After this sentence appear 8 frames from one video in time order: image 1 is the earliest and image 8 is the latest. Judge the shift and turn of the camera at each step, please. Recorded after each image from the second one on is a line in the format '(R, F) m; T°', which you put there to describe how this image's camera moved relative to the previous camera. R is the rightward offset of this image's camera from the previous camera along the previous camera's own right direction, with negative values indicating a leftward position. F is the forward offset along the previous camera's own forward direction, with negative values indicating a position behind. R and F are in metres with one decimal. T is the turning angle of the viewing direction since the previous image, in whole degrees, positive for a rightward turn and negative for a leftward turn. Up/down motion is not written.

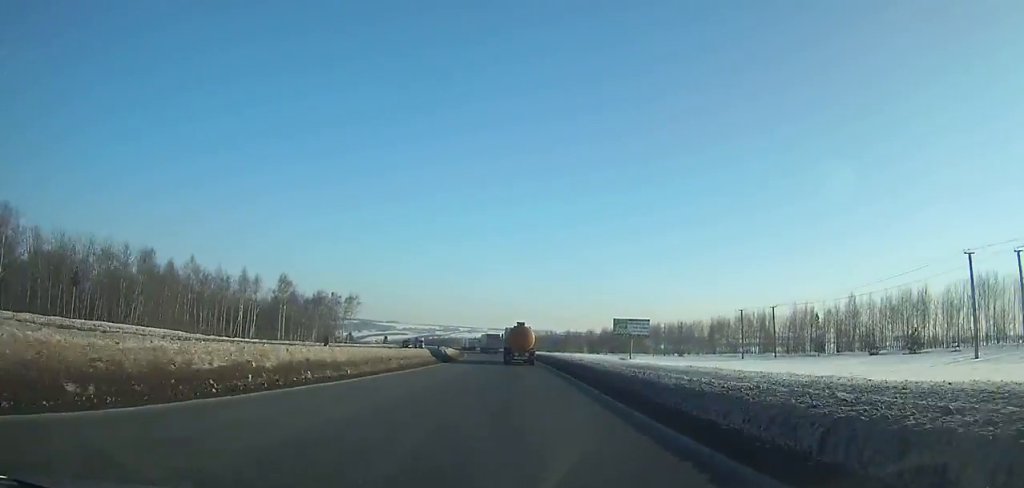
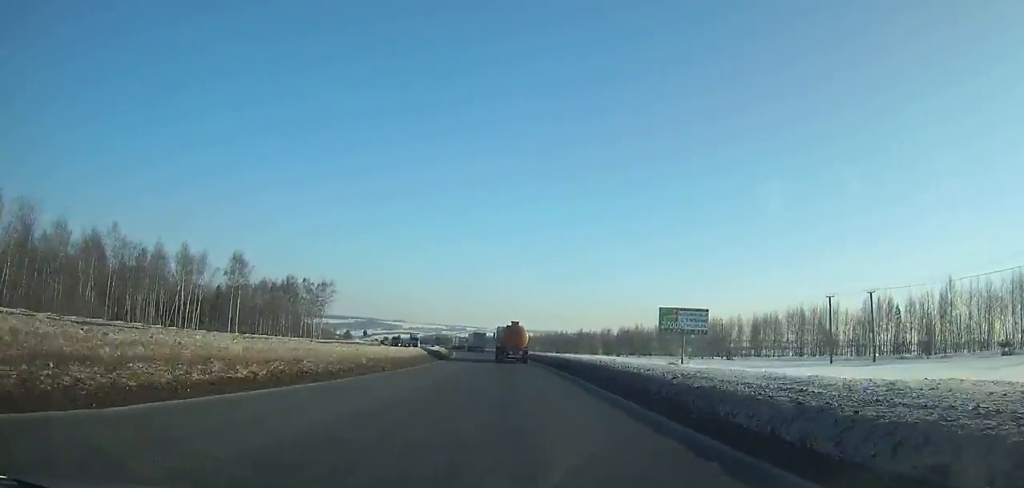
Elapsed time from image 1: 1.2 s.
(+0.5, +26.0) m; -1°
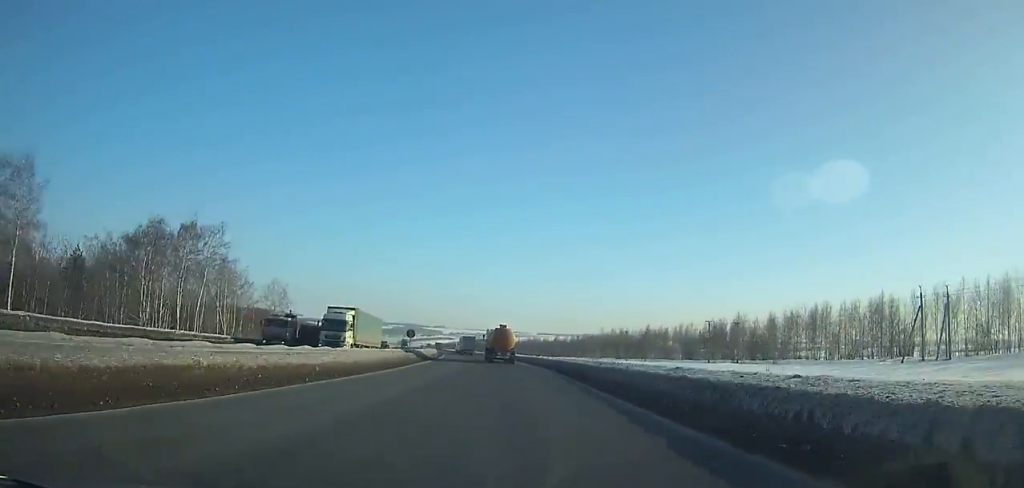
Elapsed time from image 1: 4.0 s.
(-2.2, +61.1) m; -5°
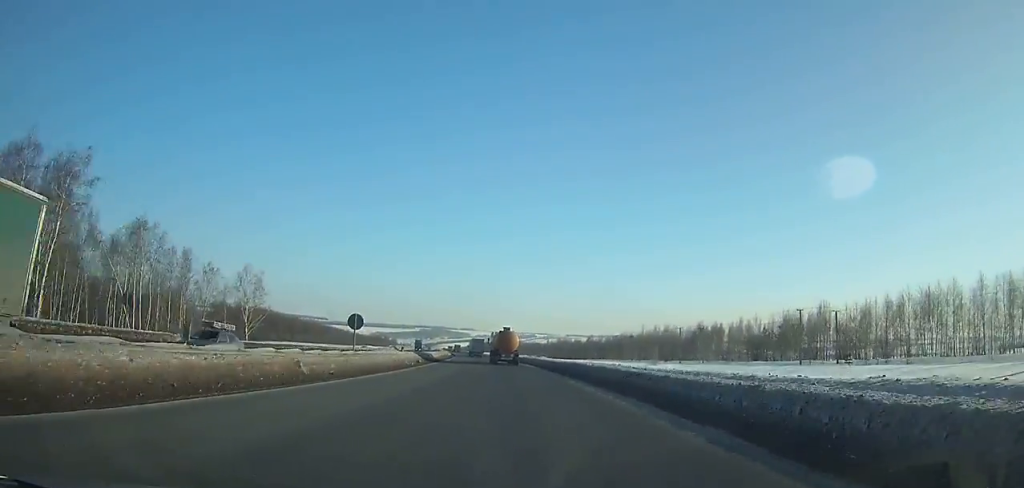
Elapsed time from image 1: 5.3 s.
(-1.0, +28.7) m; -2°
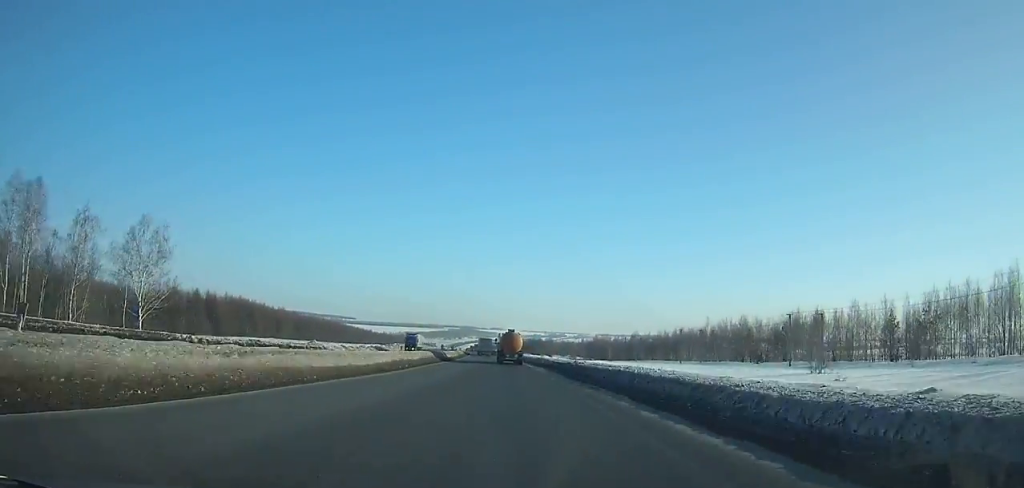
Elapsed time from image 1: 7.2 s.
(-0.8, +42.1) m; -3°
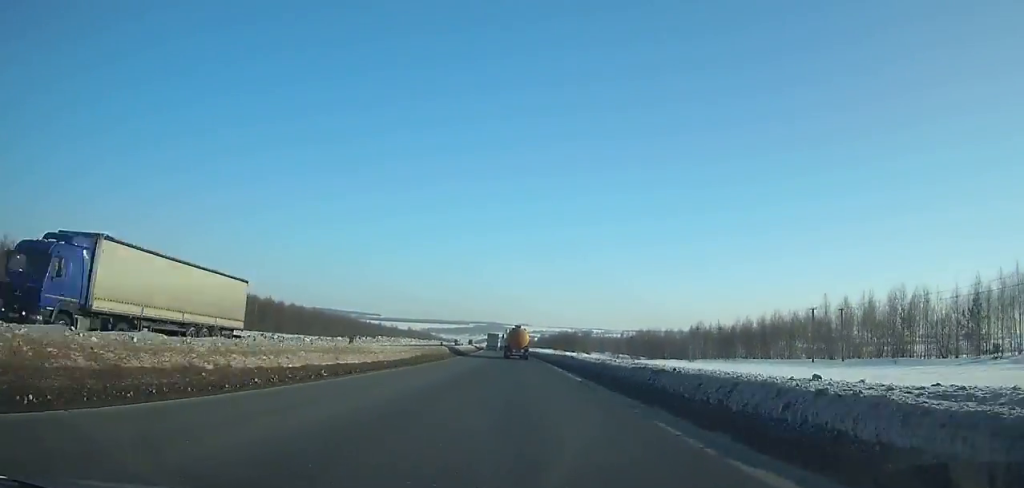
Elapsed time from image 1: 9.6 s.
(-1.6, +53.9) m; -2°
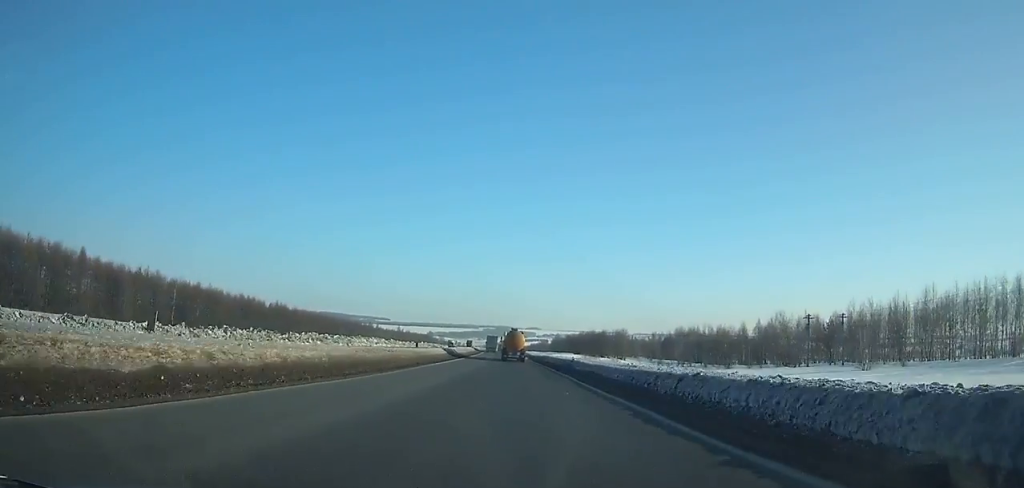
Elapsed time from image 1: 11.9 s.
(-0.7, +51.8) m; -1°
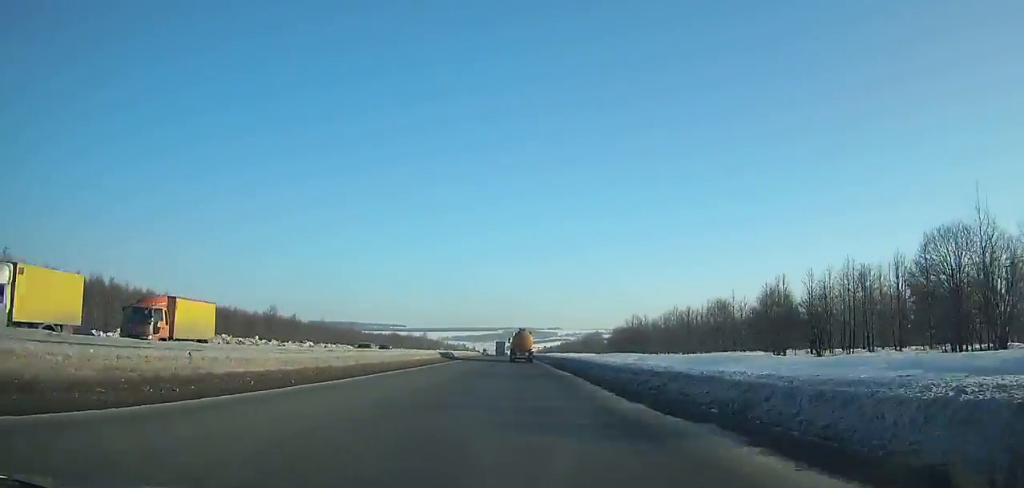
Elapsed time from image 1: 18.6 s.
(-2.0, +148.7) m; -1°
